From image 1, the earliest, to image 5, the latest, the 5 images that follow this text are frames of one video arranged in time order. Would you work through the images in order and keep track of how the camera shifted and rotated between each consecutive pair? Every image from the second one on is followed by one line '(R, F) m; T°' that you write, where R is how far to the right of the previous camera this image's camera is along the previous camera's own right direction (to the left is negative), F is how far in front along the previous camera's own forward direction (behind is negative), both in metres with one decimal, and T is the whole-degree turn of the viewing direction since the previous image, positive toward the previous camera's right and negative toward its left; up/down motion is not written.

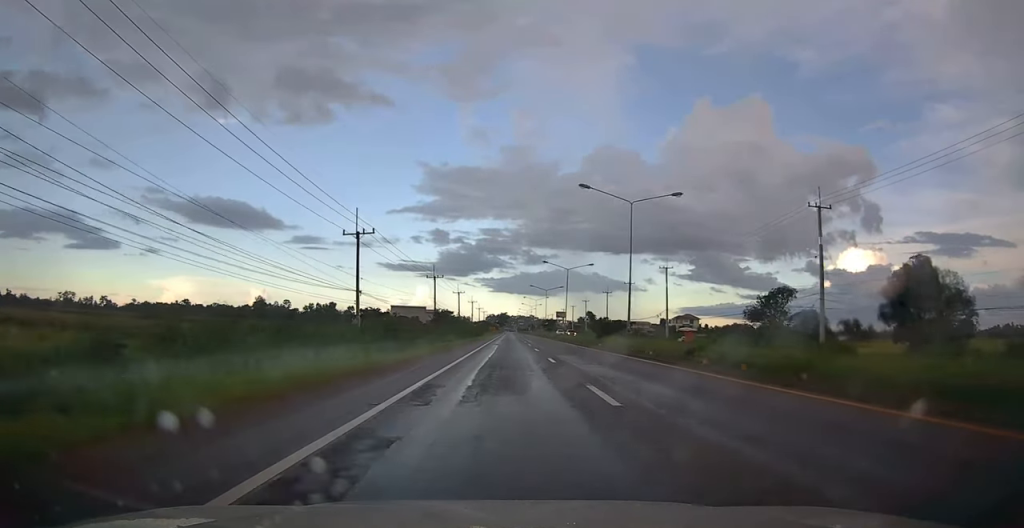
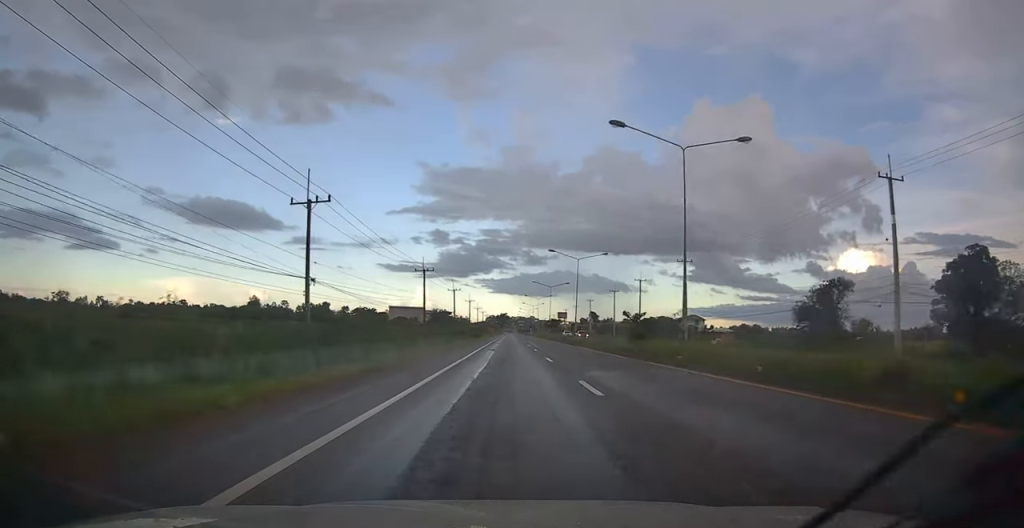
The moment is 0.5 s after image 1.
(+0.2, +10.6) m; +1°
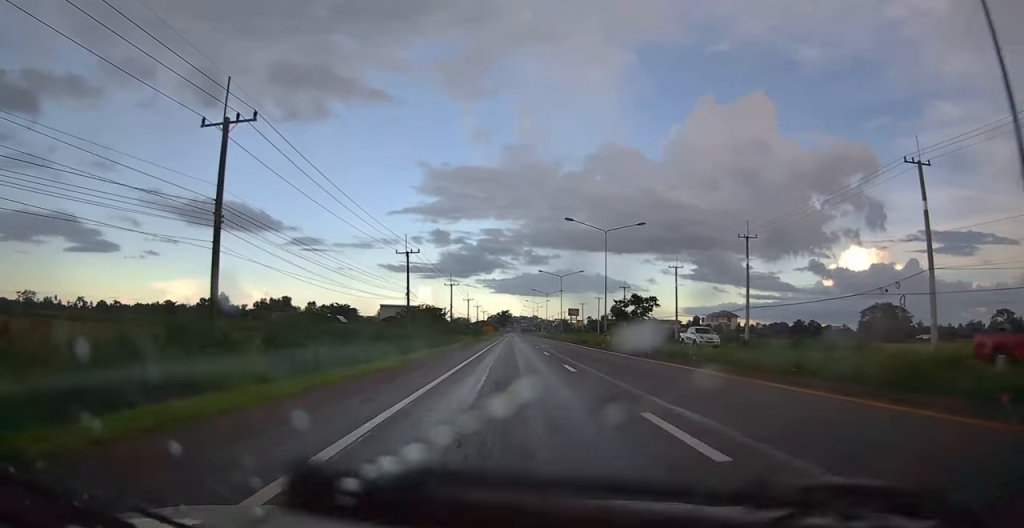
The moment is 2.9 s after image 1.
(+1.2, +54.1) m; 0°
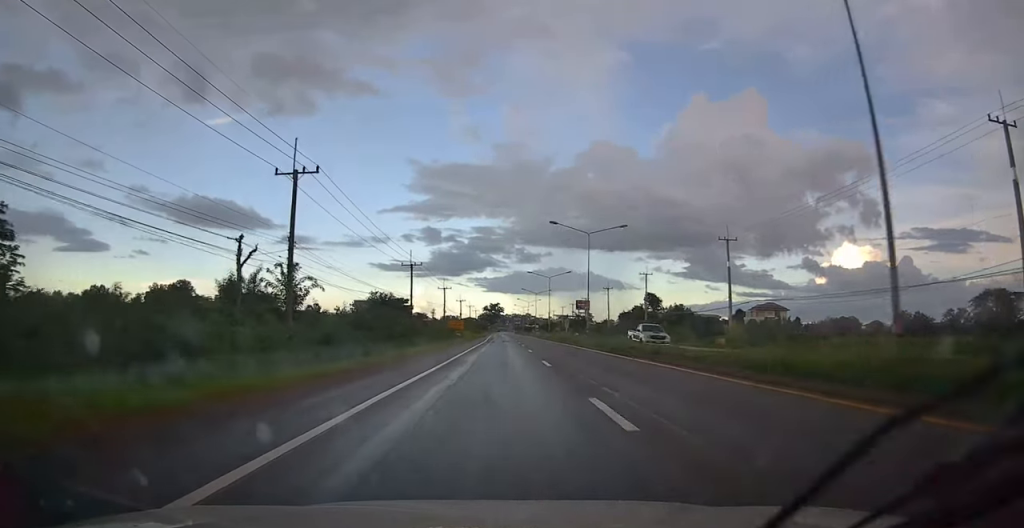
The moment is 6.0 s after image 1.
(+0.7, +71.3) m; +2°
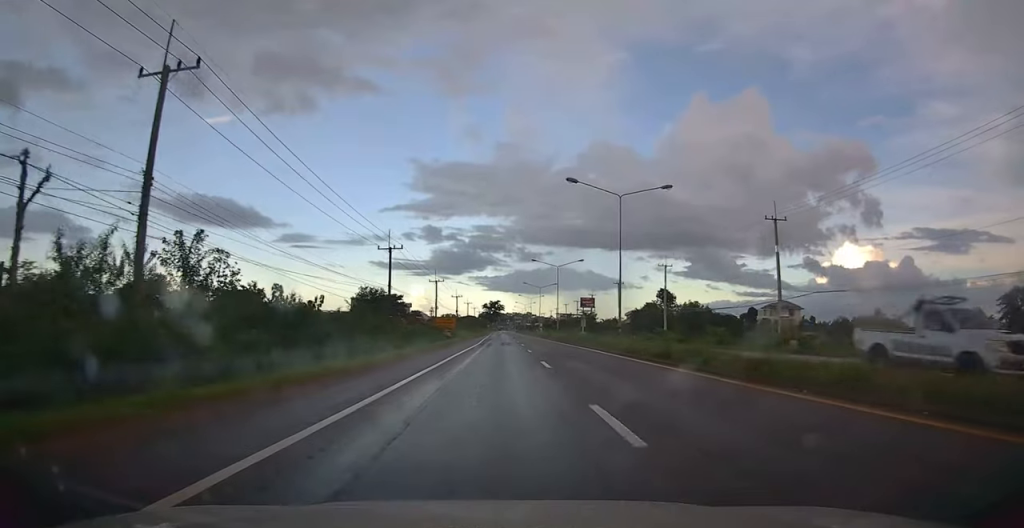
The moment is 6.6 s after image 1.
(0.0, +12.9) m; -1°
